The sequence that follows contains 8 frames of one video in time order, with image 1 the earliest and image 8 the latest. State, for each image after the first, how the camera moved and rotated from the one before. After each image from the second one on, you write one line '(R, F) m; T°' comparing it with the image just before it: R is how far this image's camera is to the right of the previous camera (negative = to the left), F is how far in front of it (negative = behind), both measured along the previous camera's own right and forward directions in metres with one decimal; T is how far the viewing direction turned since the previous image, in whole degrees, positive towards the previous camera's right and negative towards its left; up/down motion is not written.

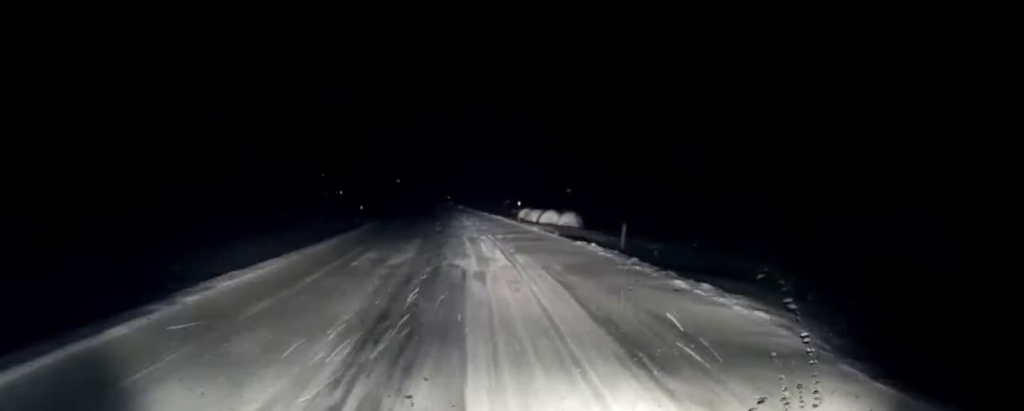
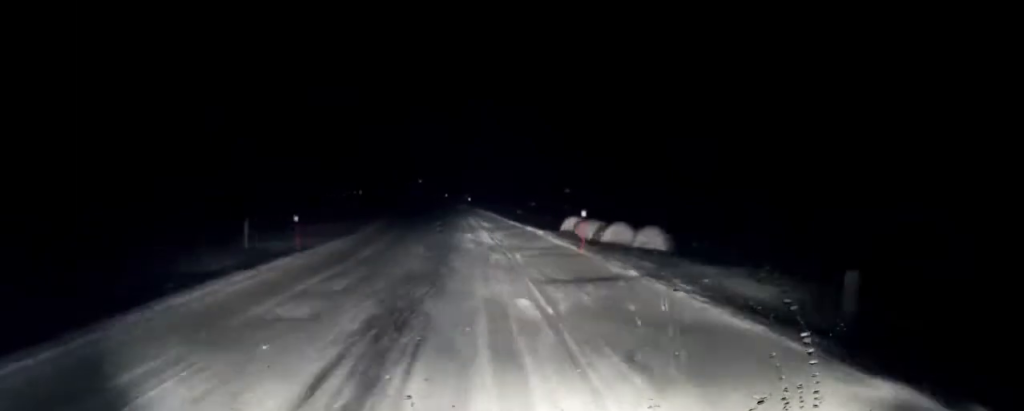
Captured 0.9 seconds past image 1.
(-0.3, +12.3) m; -3°
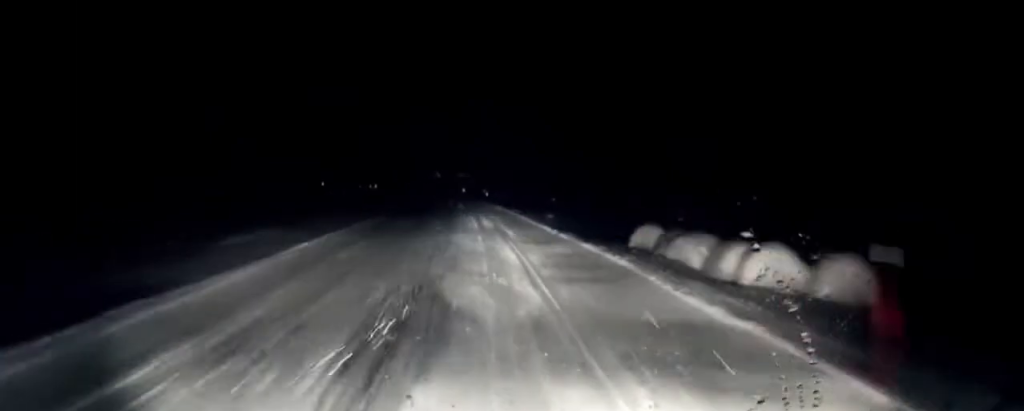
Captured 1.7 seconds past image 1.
(-0.1, +11.0) m; -2°
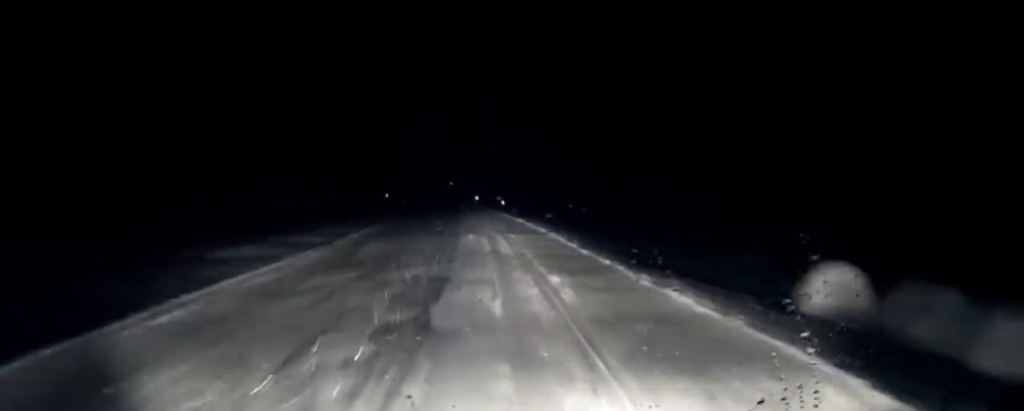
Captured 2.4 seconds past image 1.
(-0.4, +10.2) m; -2°
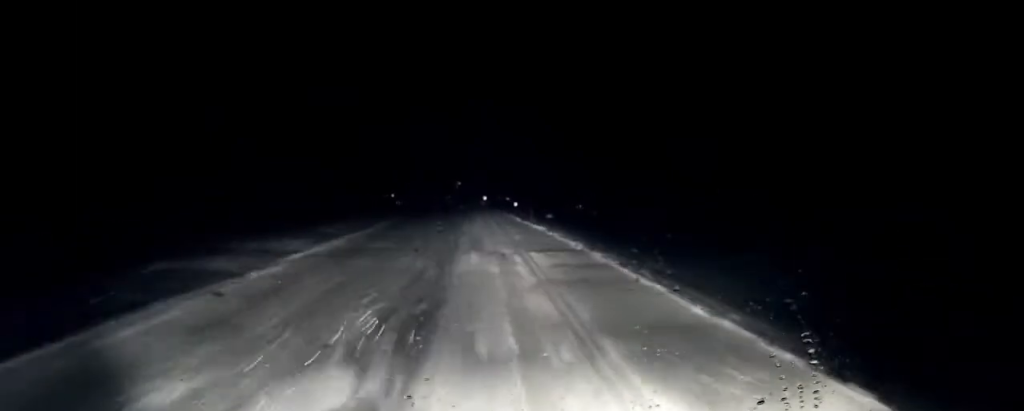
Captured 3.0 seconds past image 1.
(0.0, +7.8) m; 0°
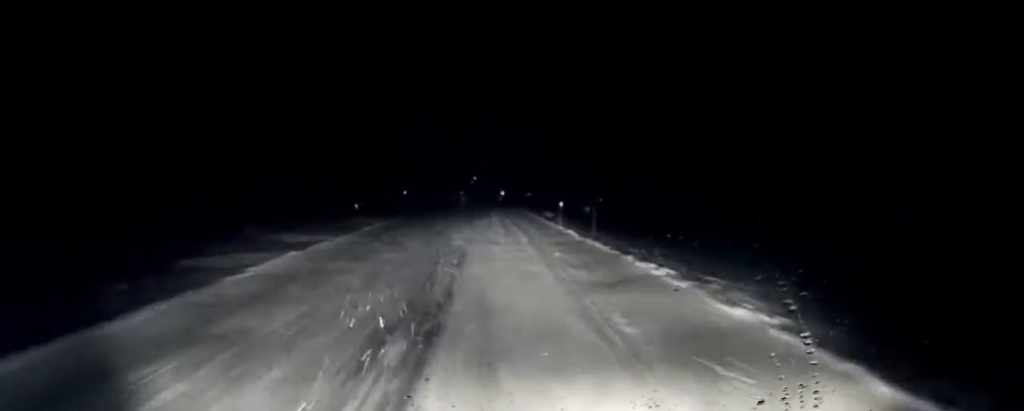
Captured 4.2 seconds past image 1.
(+0.1, +16.4) m; 0°
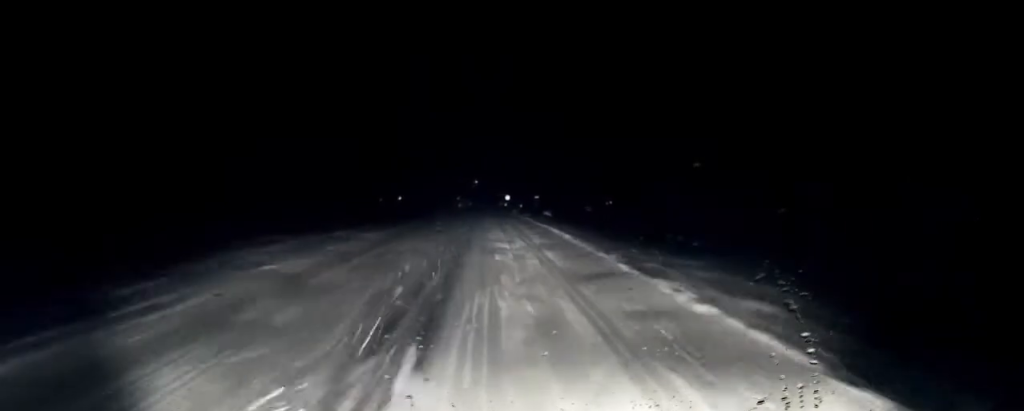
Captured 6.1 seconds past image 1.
(+0.1, +25.6) m; 0°
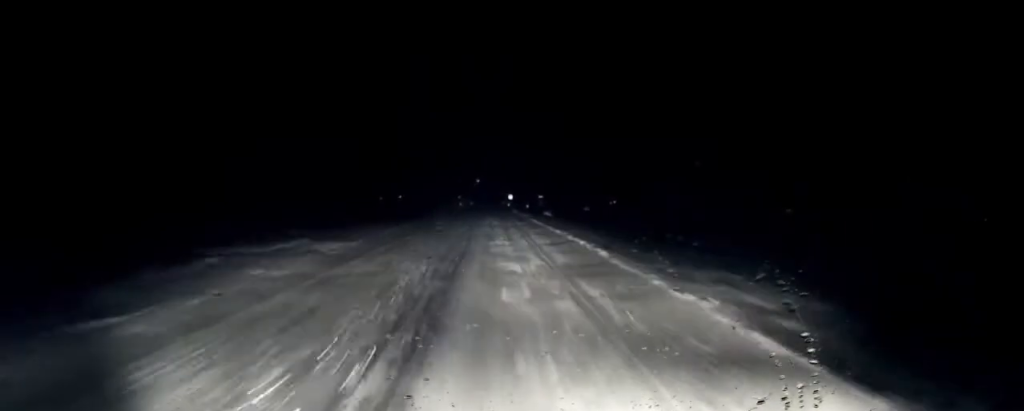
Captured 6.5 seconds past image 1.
(0.0, +6.0) m; 0°
